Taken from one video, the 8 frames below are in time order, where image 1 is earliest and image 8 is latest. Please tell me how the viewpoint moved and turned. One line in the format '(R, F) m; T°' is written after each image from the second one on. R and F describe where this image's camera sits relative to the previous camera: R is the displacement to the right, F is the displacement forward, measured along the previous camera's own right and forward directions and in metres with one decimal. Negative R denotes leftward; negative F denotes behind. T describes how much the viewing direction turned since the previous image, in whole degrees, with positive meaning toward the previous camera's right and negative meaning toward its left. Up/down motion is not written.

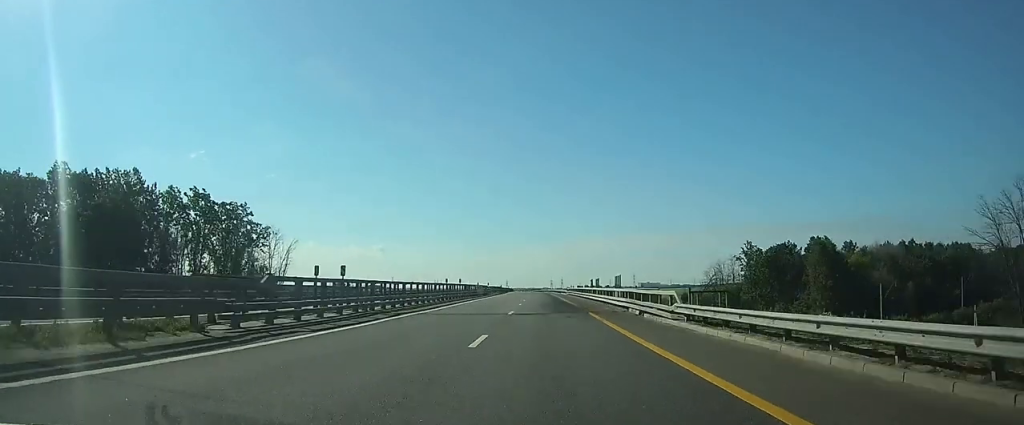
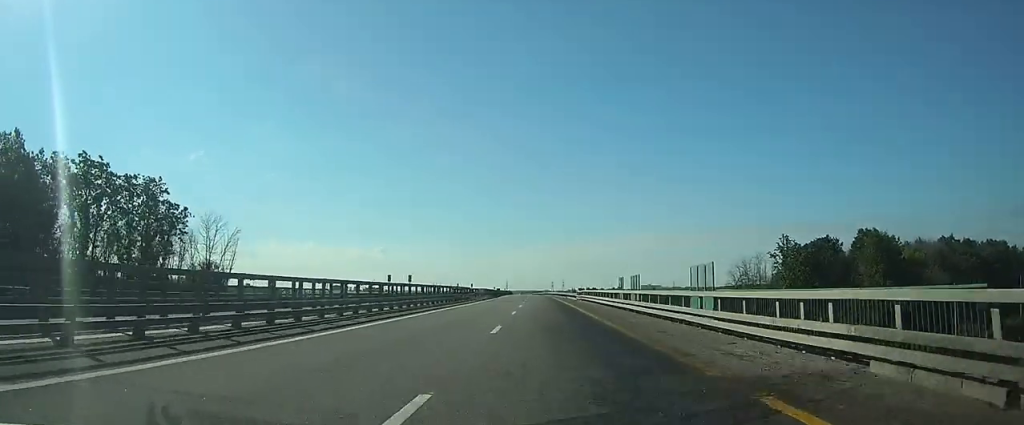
(0.0, +22.2) m; 0°
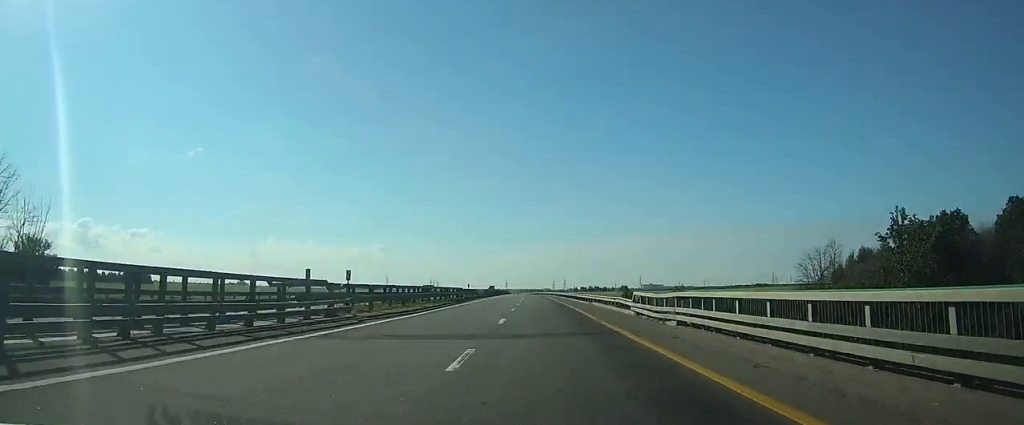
(-0.3, +43.3) m; 0°
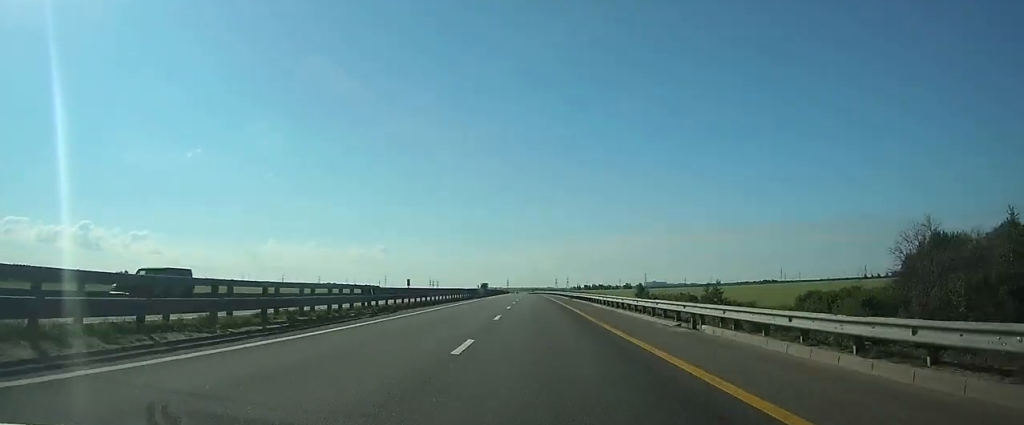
(+0.1, +33.3) m; 0°
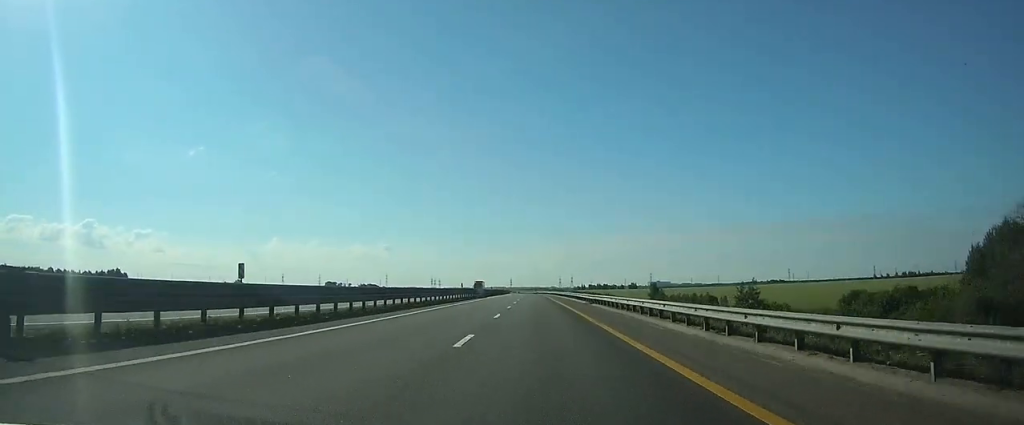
(0.0, +22.3) m; 0°
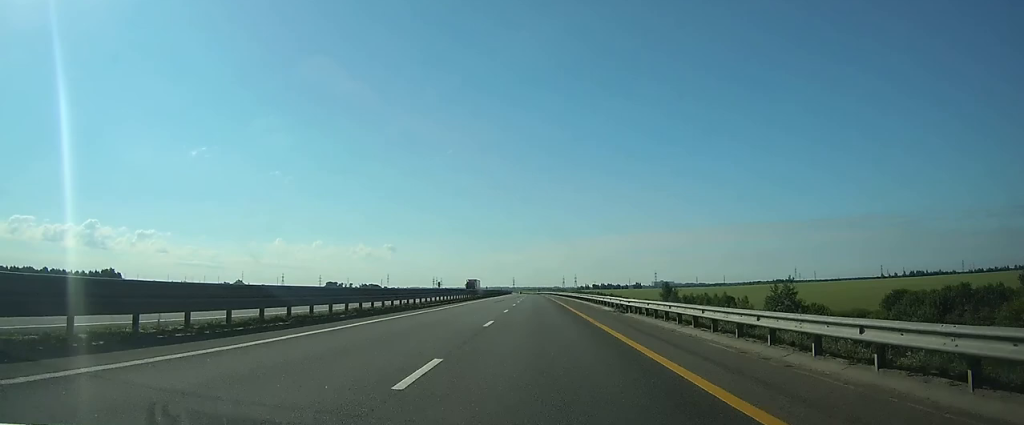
(0.0, +16.7) m; 0°
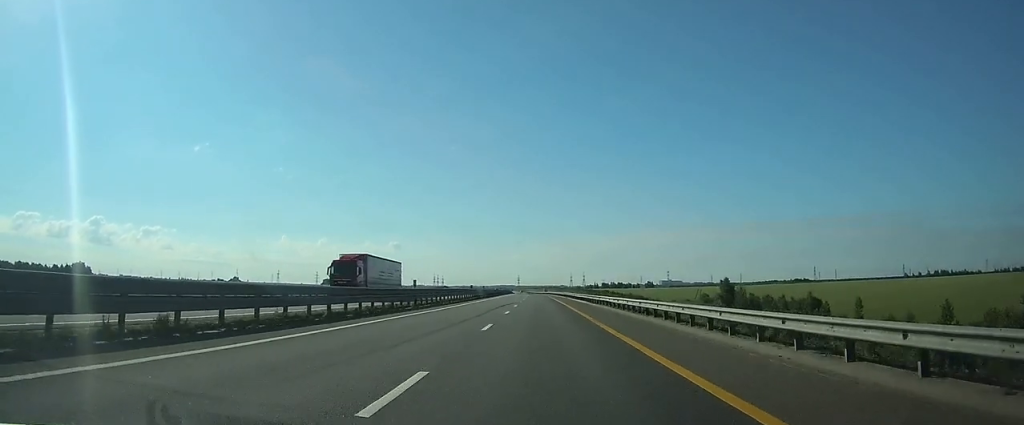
(-0.3, +60.6) m; 0°
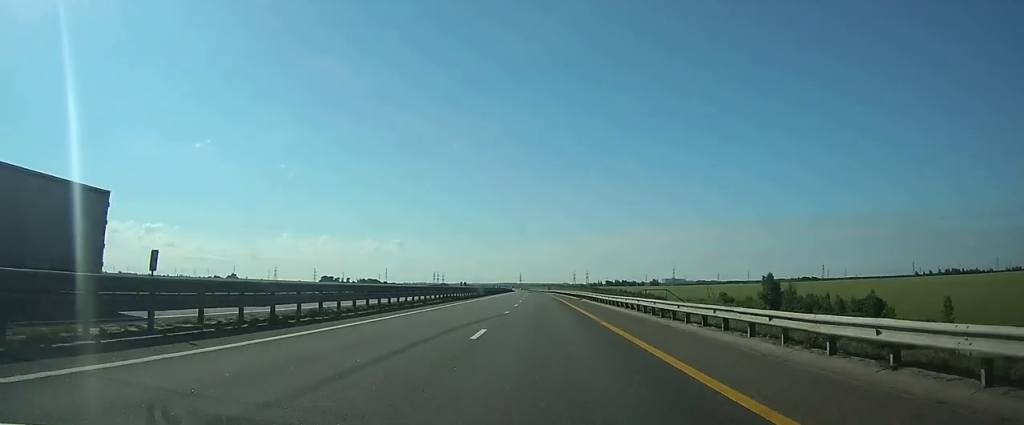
(-0.1, +27.1) m; 0°
